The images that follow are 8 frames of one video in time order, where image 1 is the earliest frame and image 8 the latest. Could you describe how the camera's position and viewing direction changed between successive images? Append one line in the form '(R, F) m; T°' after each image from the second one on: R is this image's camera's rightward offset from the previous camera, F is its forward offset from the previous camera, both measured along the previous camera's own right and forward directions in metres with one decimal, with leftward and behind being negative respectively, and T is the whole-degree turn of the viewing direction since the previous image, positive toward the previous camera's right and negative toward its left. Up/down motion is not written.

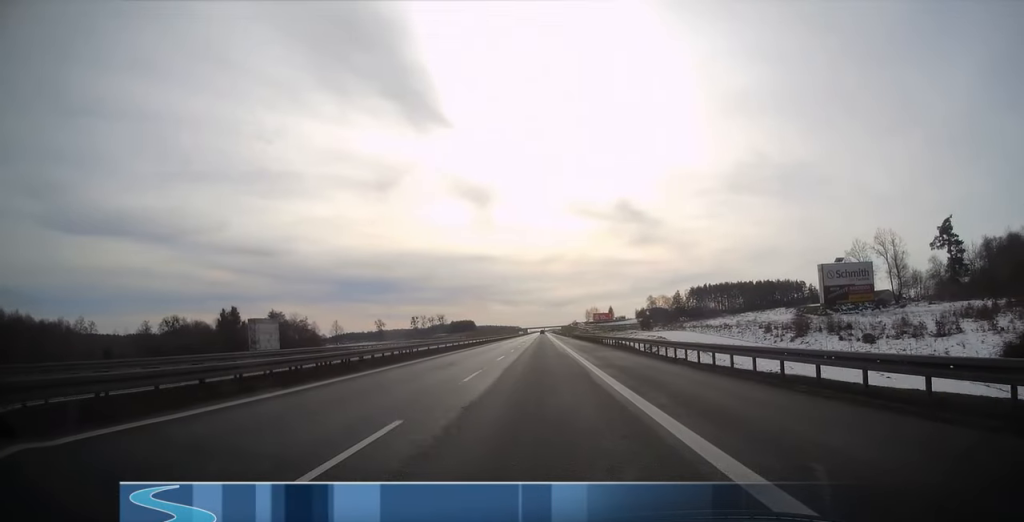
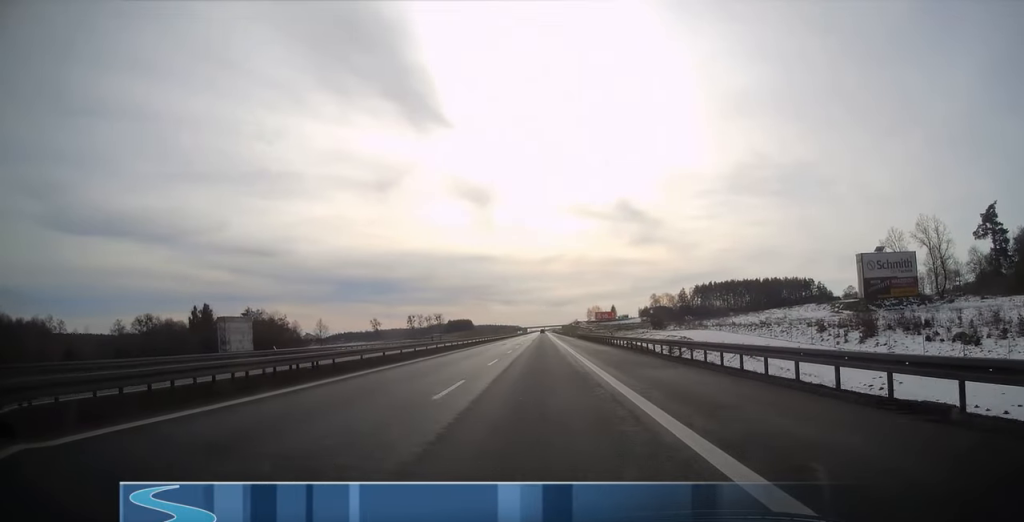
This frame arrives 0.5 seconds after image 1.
(0.0, +16.9) m; 0°
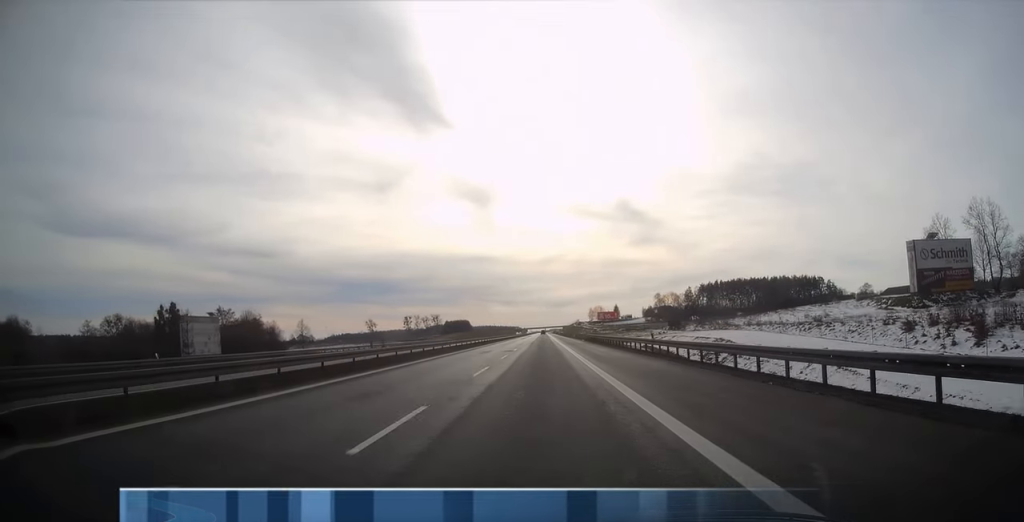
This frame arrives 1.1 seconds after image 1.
(0.0, +17.4) m; 0°
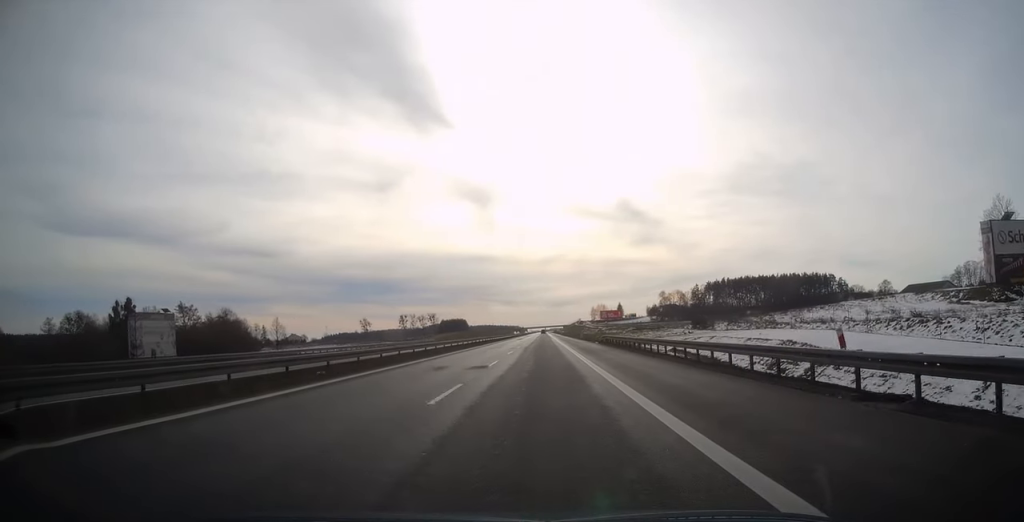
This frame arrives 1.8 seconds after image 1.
(0.0, +19.4) m; 0°
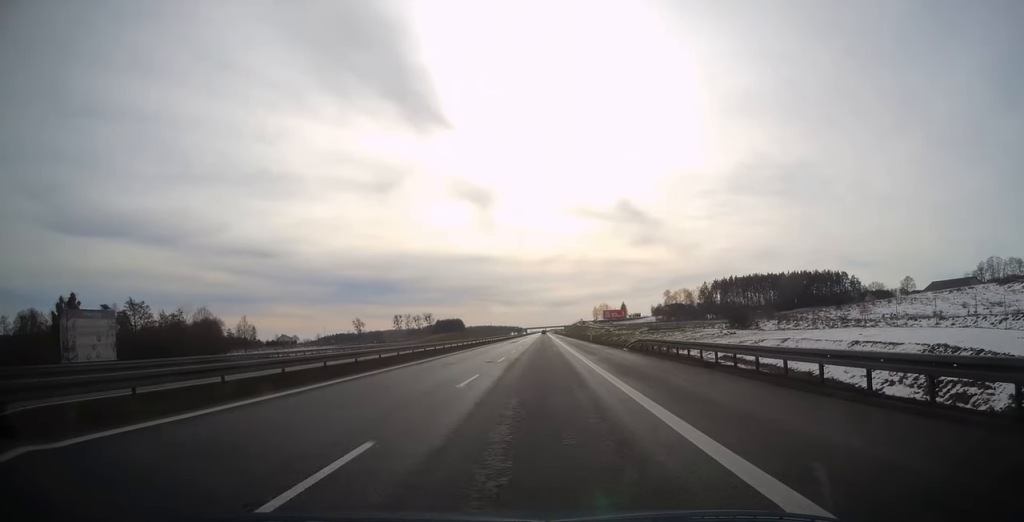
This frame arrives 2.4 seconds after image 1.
(0.0, +20.4) m; 0°
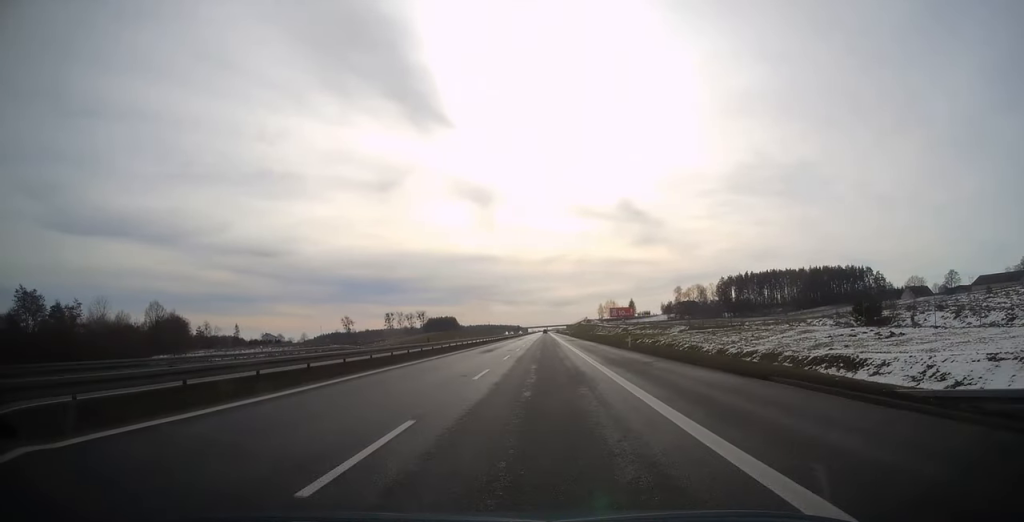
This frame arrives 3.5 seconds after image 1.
(0.0, +34.2) m; 0°
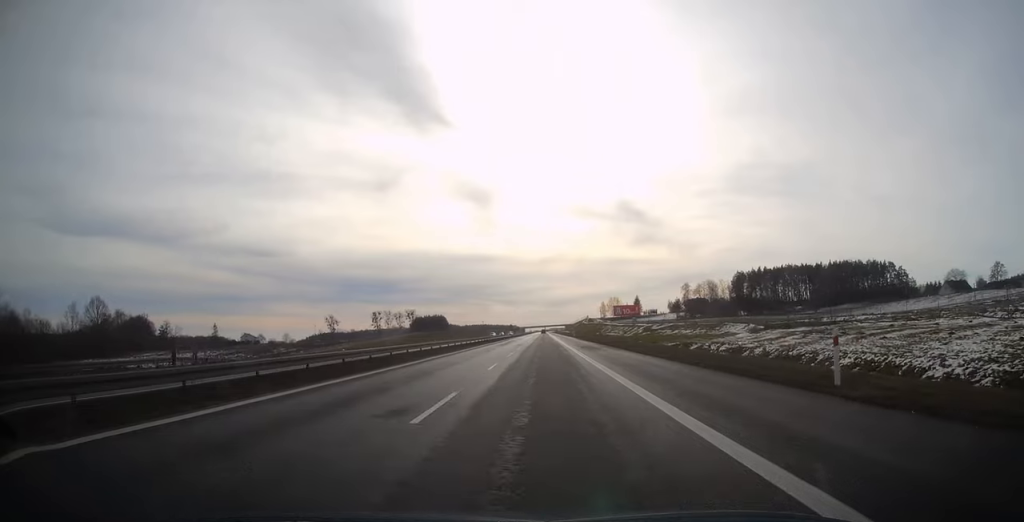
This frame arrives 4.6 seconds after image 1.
(0.0, +32.1) m; 0°
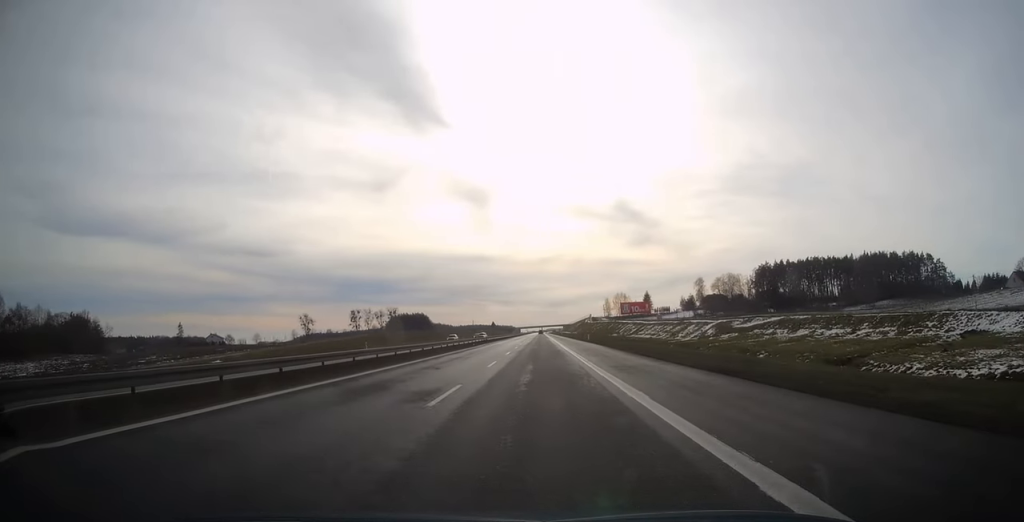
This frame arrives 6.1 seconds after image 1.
(0.0, +45.8) m; 0°
